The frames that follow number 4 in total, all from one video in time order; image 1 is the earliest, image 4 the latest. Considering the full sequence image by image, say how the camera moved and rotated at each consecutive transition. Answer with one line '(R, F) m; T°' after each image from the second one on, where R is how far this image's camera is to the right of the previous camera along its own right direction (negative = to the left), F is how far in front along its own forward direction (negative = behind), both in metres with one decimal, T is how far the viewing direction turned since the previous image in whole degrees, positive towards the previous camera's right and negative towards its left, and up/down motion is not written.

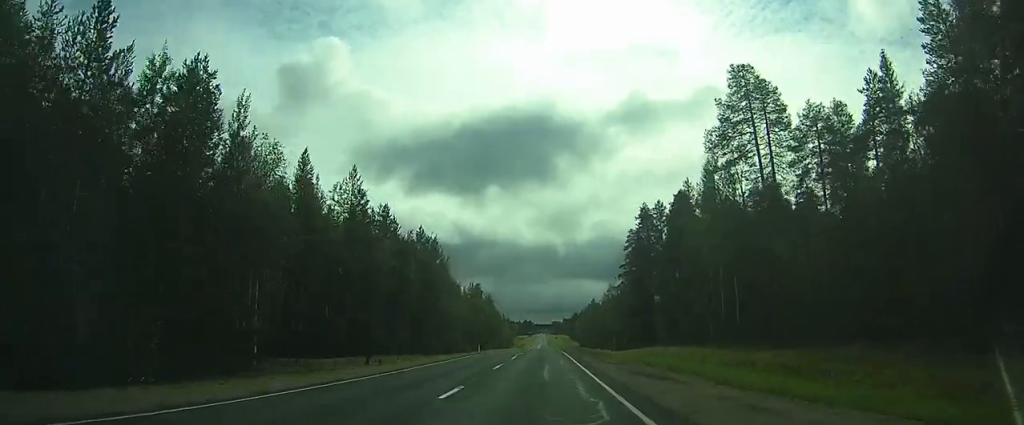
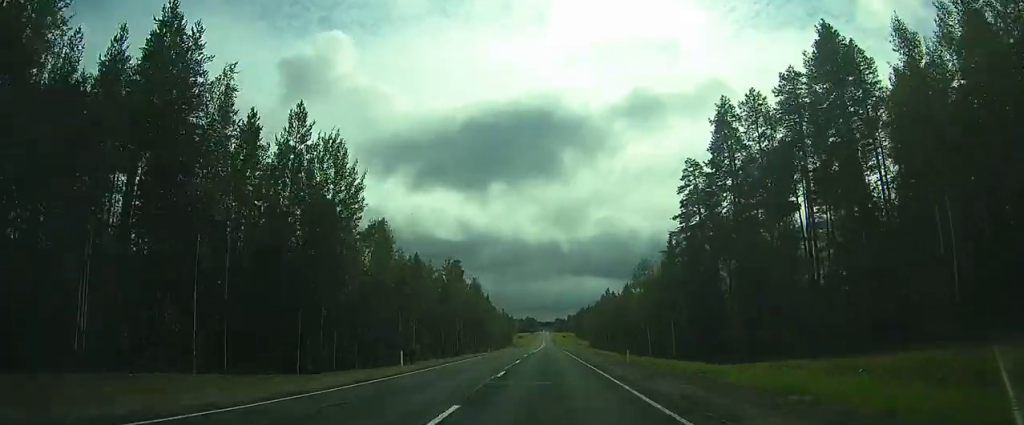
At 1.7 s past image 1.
(+0.4, +33.1) m; +2°
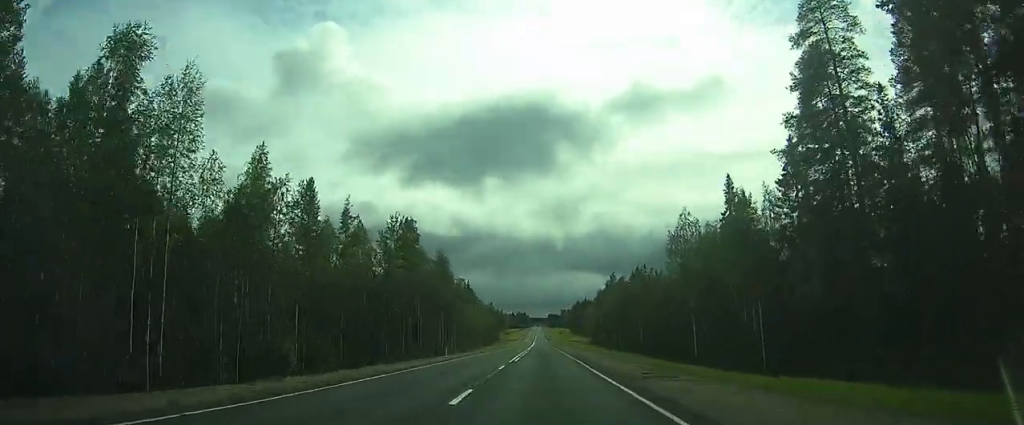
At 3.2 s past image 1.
(+0.1, +28.9) m; 0°
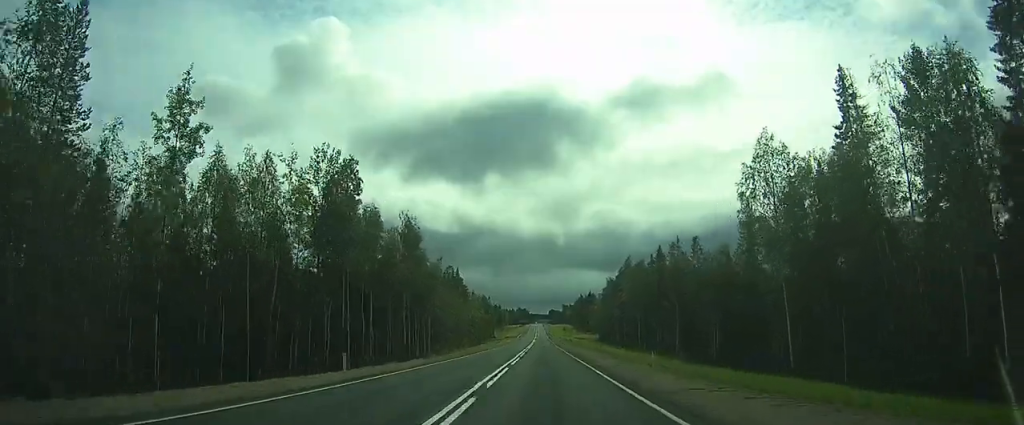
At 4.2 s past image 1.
(0.0, +22.2) m; 0°
